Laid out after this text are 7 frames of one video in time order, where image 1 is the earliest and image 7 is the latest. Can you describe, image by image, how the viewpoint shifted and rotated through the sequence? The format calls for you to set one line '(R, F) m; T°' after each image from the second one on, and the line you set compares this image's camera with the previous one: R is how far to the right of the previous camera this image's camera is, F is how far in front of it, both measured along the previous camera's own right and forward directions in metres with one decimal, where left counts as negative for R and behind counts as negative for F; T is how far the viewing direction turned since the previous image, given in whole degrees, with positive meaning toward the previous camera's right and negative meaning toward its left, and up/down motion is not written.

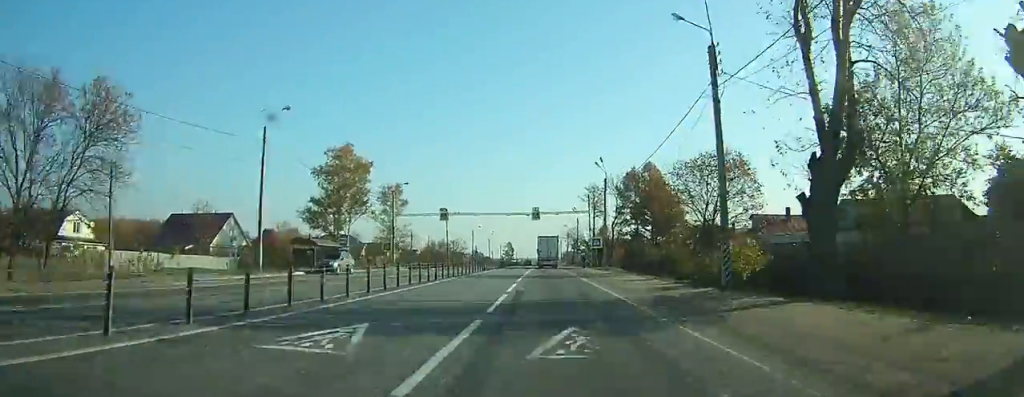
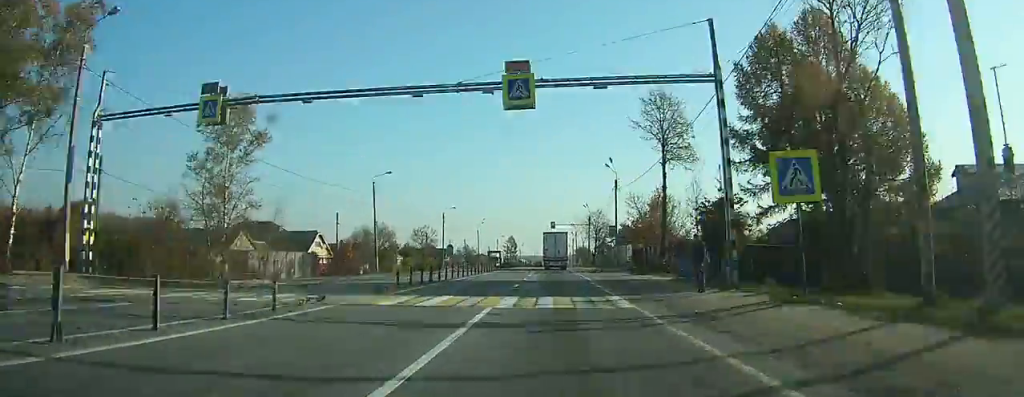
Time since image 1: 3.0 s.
(-0.3, +47.8) m; -1°
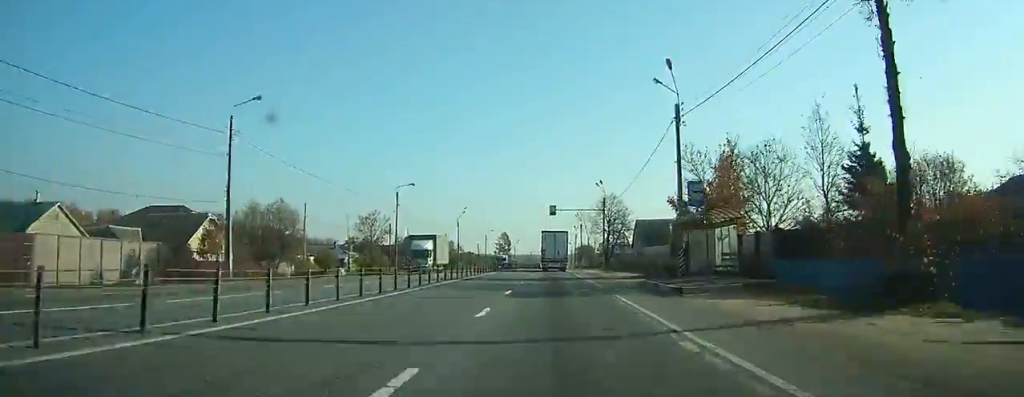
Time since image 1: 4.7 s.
(-0.1, +24.9) m; 0°
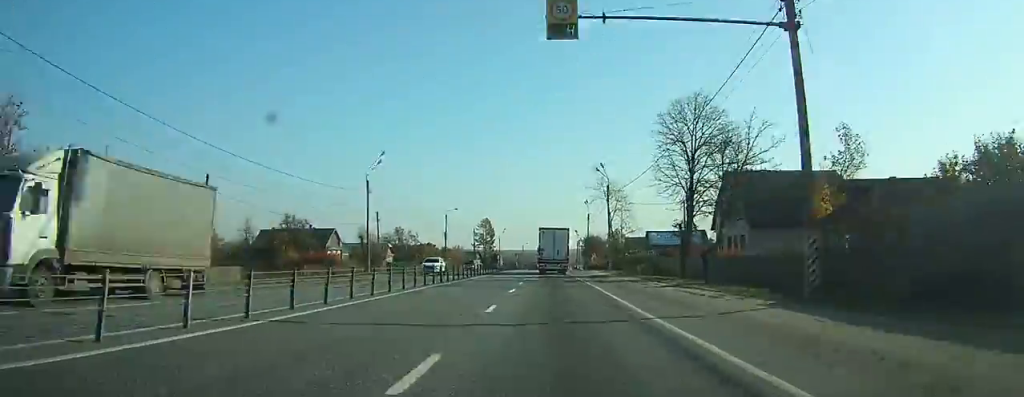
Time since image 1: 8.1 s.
(0.0, +50.7) m; 0°
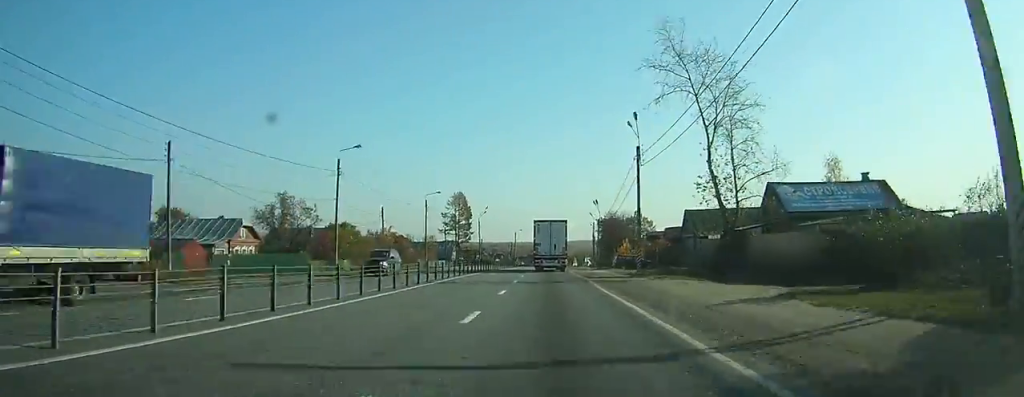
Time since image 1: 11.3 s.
(+0.2, +50.8) m; +1°
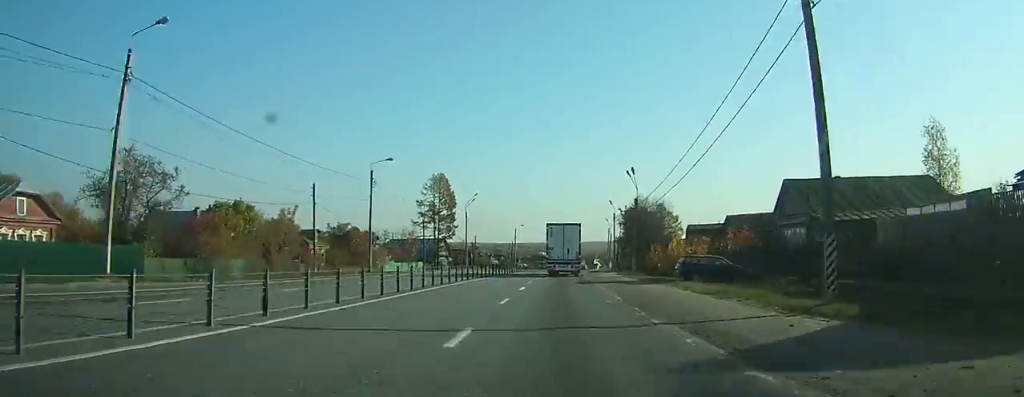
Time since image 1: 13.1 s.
(+0.1, +28.1) m; +1°
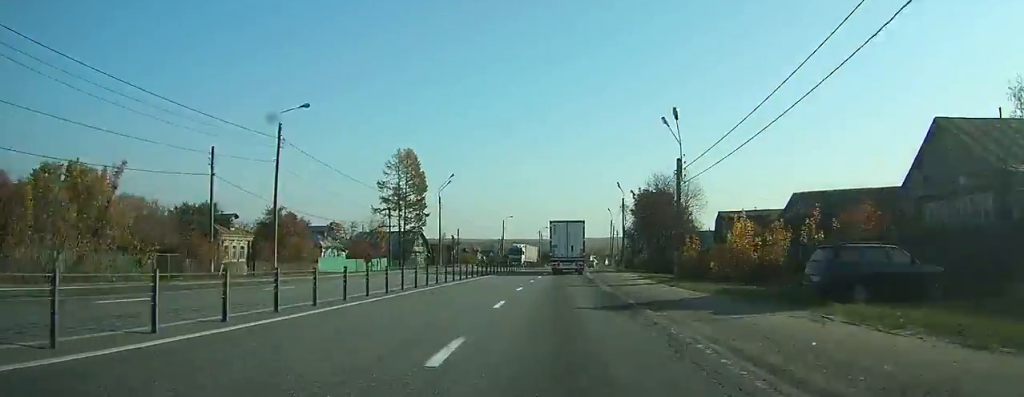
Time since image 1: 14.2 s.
(+0.2, +18.2) m; +1°
